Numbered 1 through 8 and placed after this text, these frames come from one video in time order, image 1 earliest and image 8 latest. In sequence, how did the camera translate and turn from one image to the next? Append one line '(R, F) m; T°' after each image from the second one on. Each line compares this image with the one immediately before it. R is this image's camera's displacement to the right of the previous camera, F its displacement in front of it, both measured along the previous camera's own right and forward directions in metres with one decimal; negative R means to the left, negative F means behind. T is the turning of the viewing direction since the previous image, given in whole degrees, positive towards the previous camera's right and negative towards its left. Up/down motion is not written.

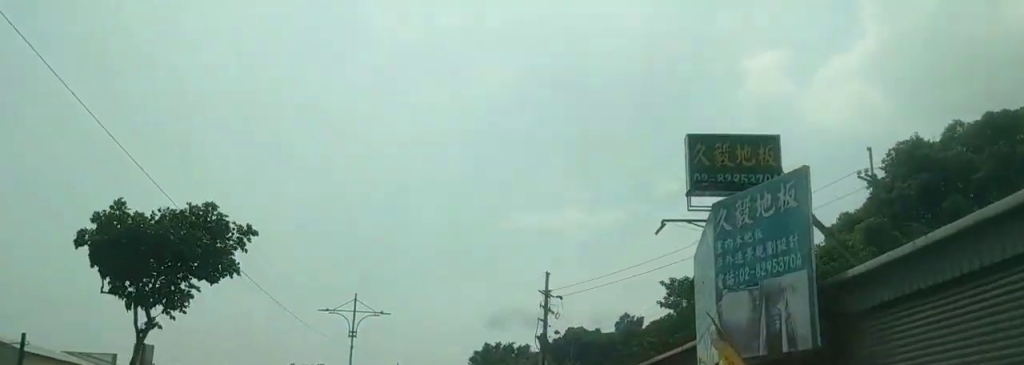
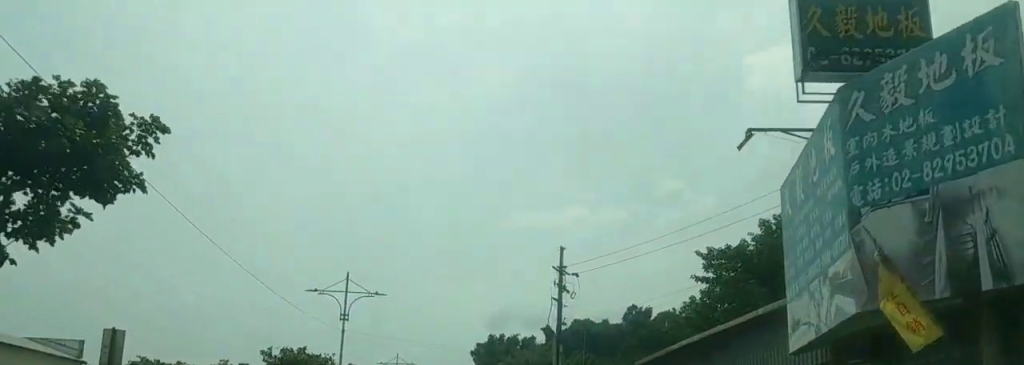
(0.0, +4.8) m; -1°
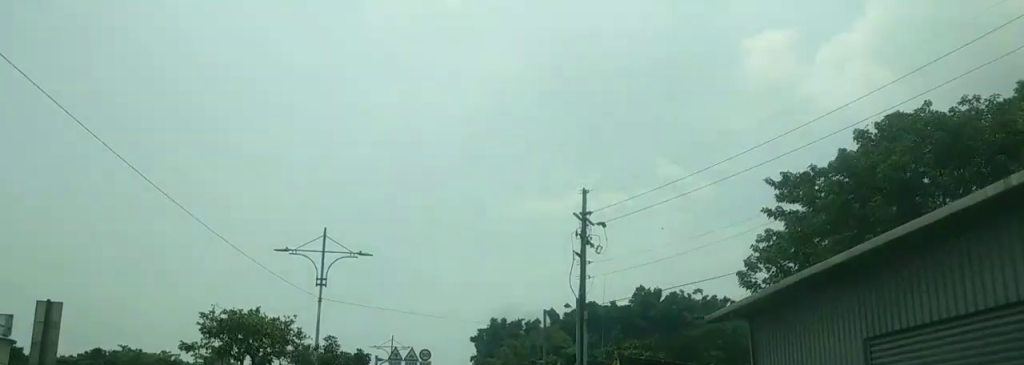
(+0.2, +7.2) m; -2°
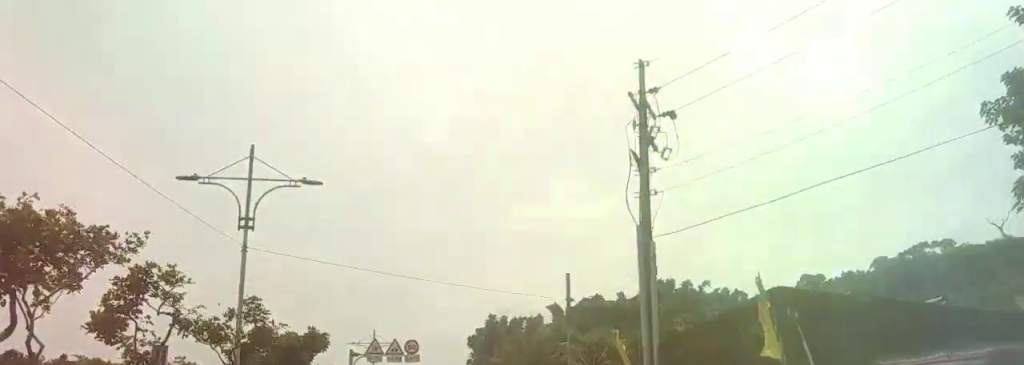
(-0.7, +10.9) m; -2°
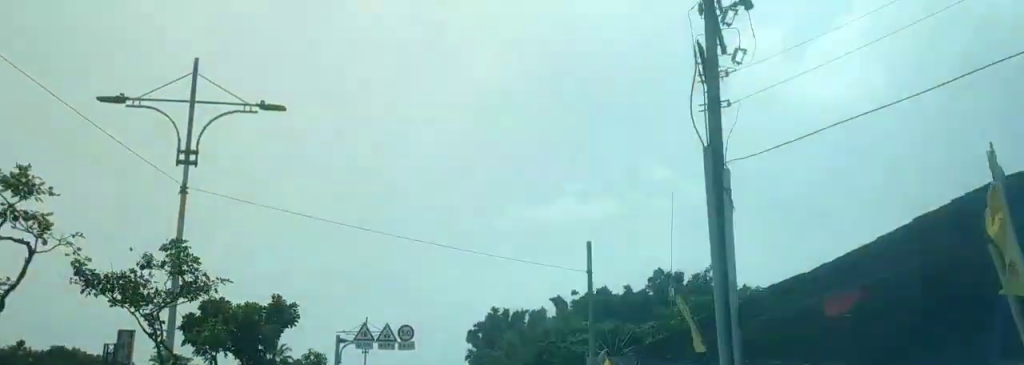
(0.0, +5.3) m; +1°
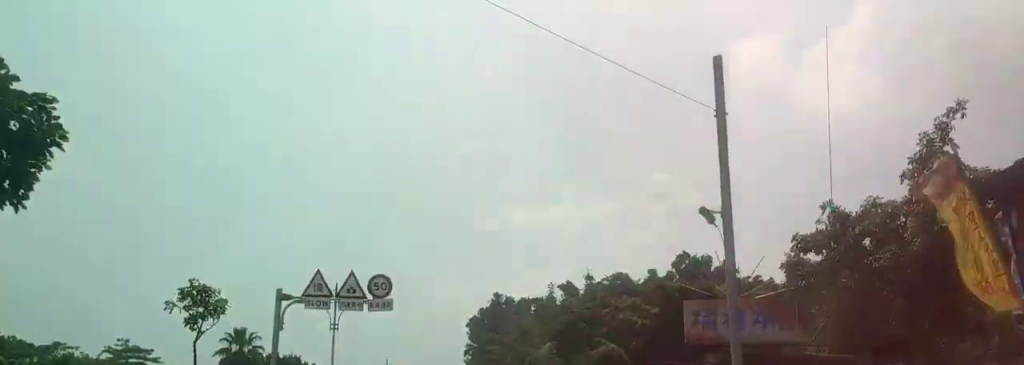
(+0.6, +13.8) m; +3°
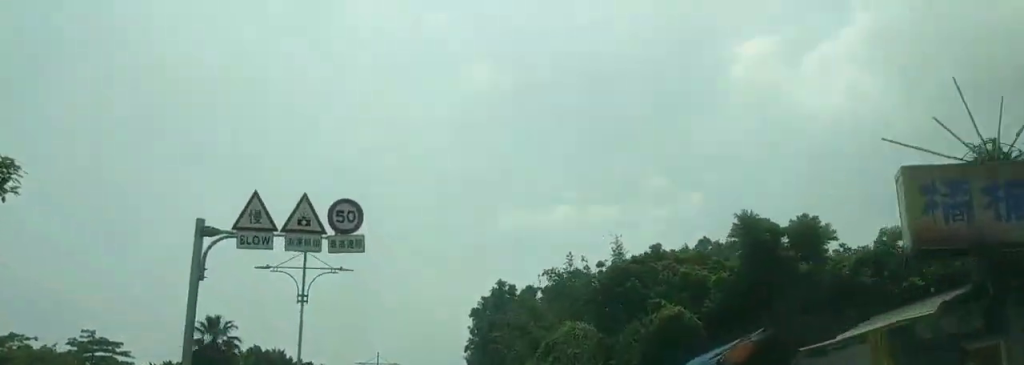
(+0.1, +9.2) m; +1°
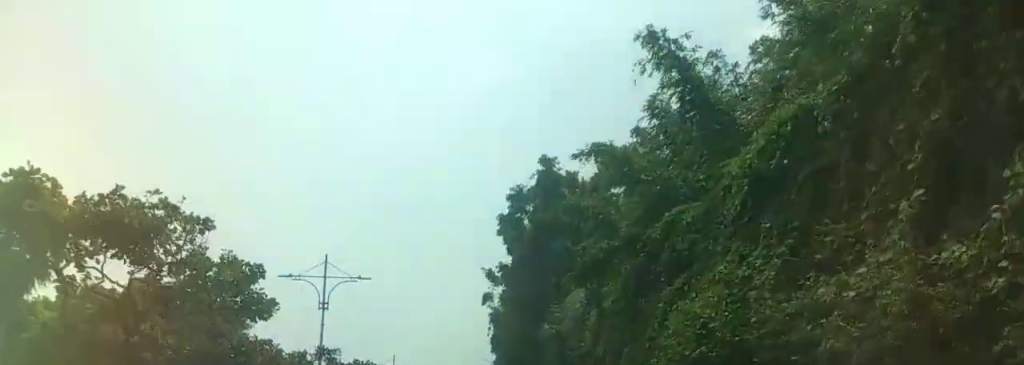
(-0.8, +37.6) m; -4°
